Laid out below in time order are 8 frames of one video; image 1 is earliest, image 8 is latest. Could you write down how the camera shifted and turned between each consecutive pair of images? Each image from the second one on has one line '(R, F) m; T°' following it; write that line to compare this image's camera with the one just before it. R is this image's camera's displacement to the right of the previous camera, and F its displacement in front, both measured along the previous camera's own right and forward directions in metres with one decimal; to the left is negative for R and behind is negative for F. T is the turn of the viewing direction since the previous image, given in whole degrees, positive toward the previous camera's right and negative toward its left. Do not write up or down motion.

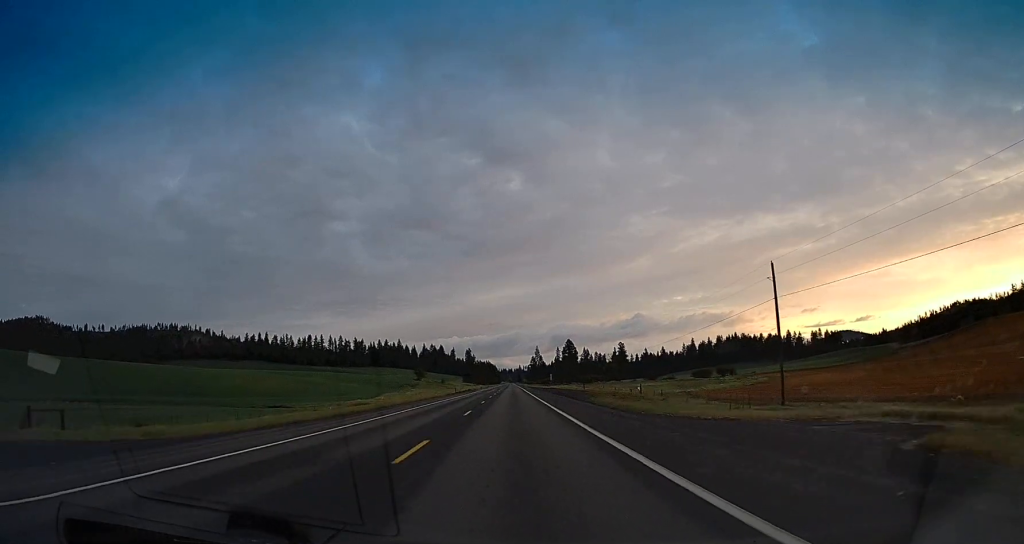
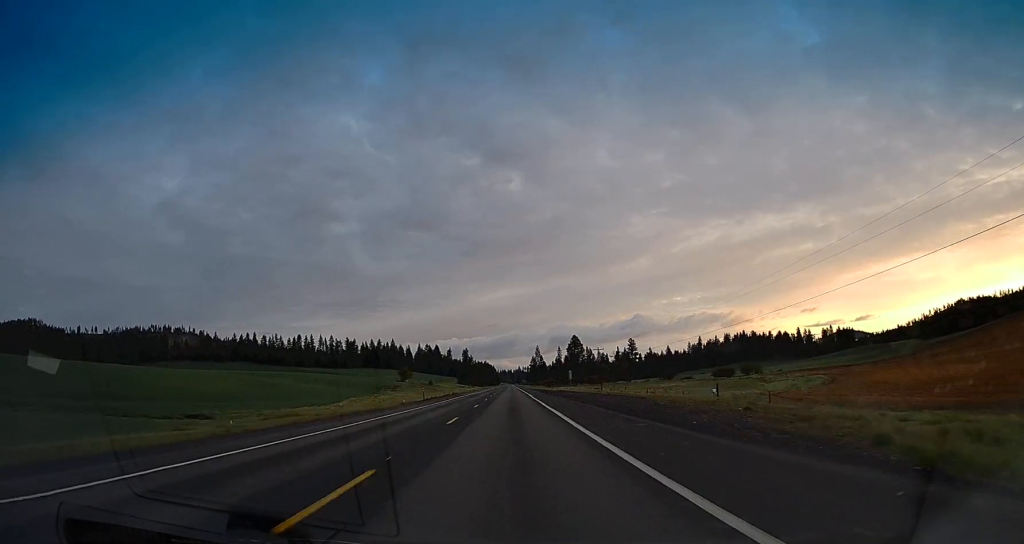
(+0.2, +34.4) m; 0°
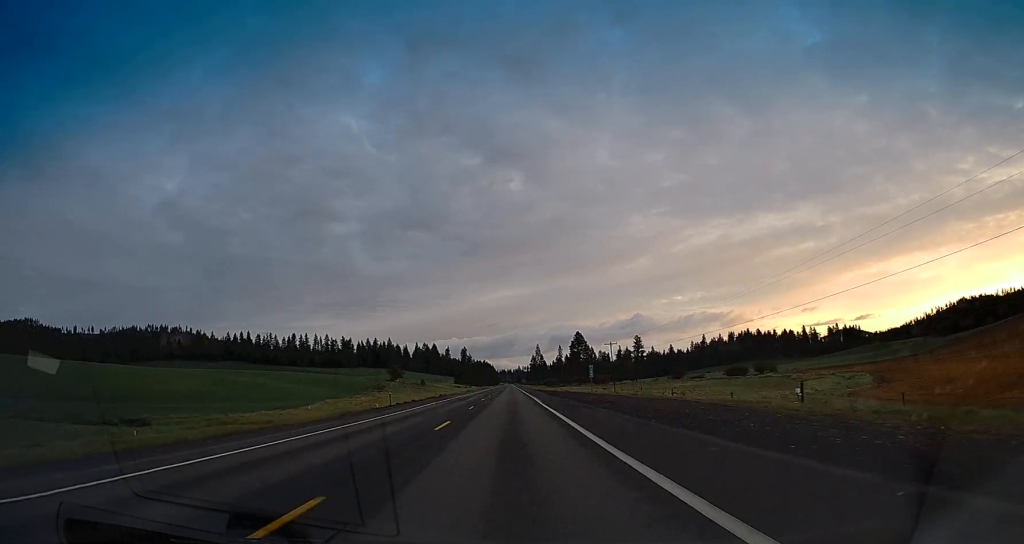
(0.0, +17.1) m; 0°
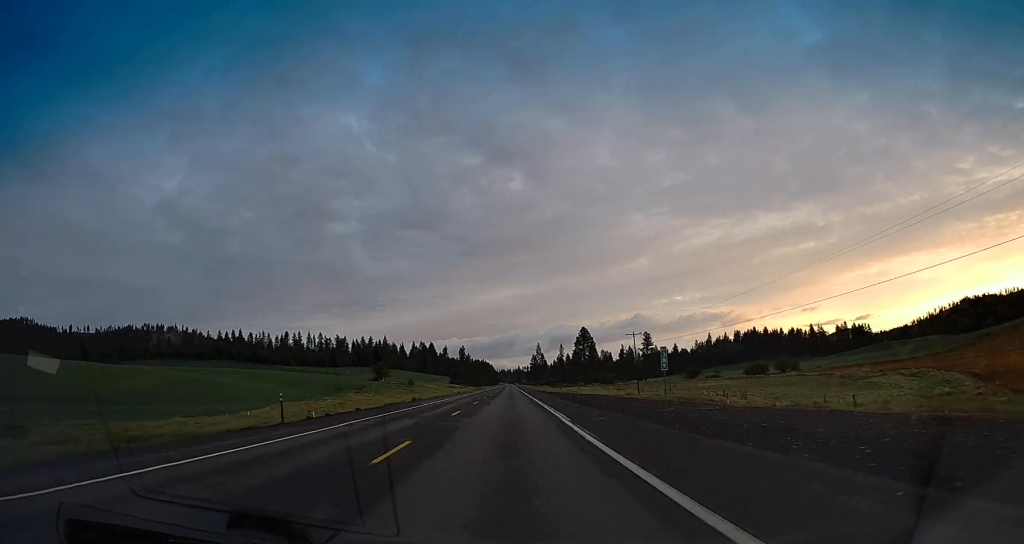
(-0.1, +25.1) m; 0°
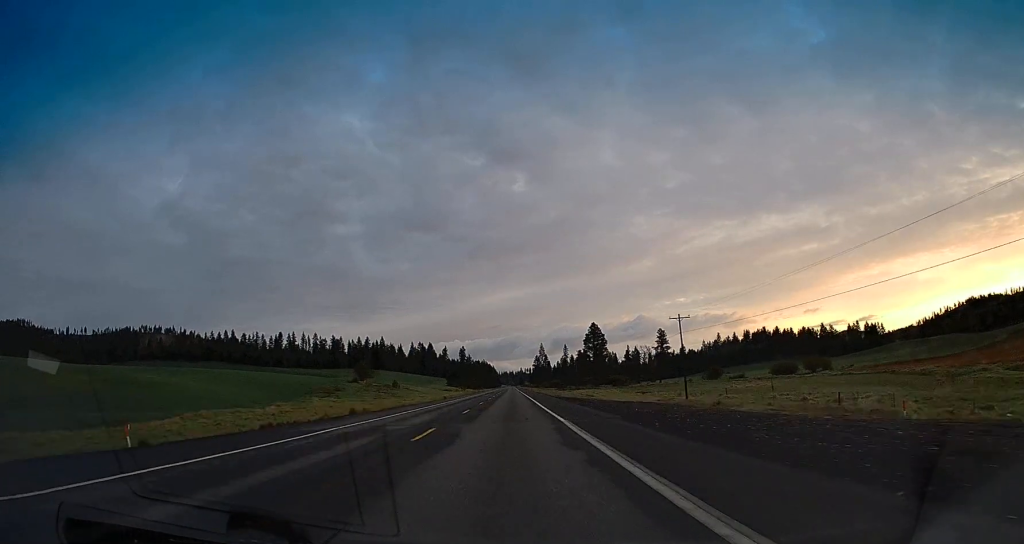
(+0.1, +26.7) m; 0°
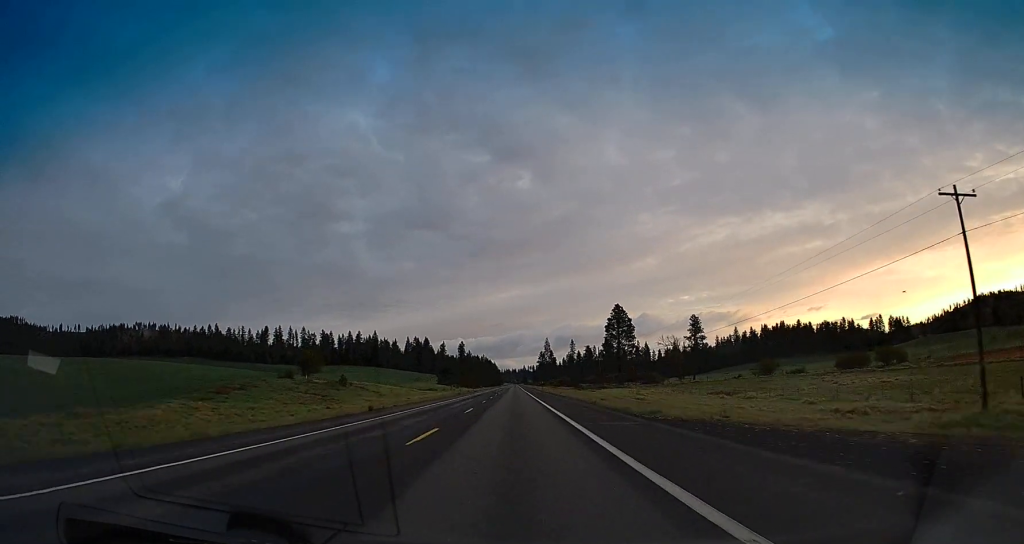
(-0.3, +44.2) m; 0°
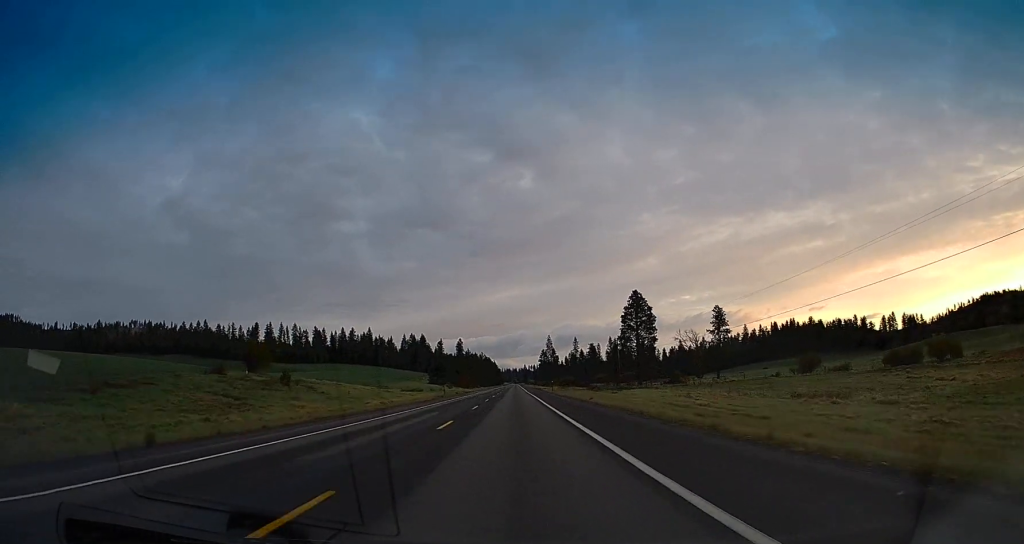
(+0.1, +22.5) m; 0°
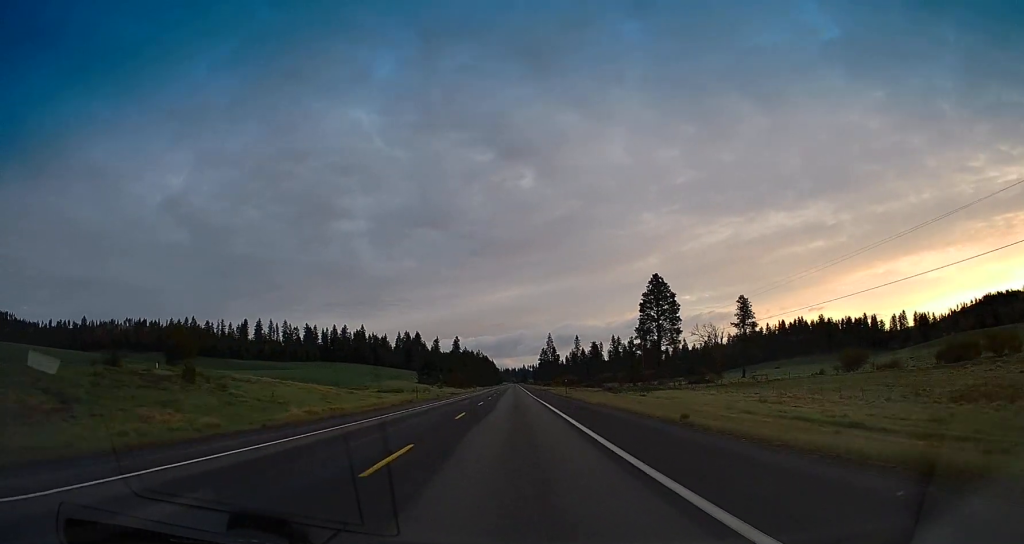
(-0.1, +21.1) m; 0°
